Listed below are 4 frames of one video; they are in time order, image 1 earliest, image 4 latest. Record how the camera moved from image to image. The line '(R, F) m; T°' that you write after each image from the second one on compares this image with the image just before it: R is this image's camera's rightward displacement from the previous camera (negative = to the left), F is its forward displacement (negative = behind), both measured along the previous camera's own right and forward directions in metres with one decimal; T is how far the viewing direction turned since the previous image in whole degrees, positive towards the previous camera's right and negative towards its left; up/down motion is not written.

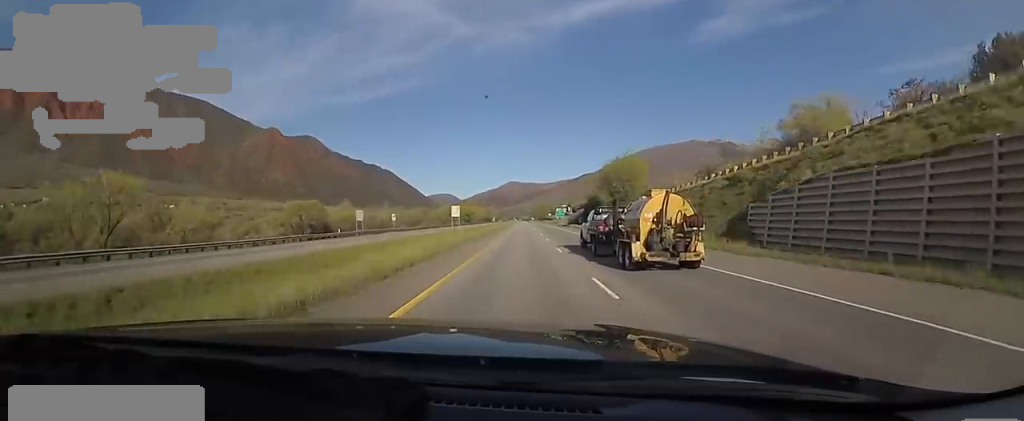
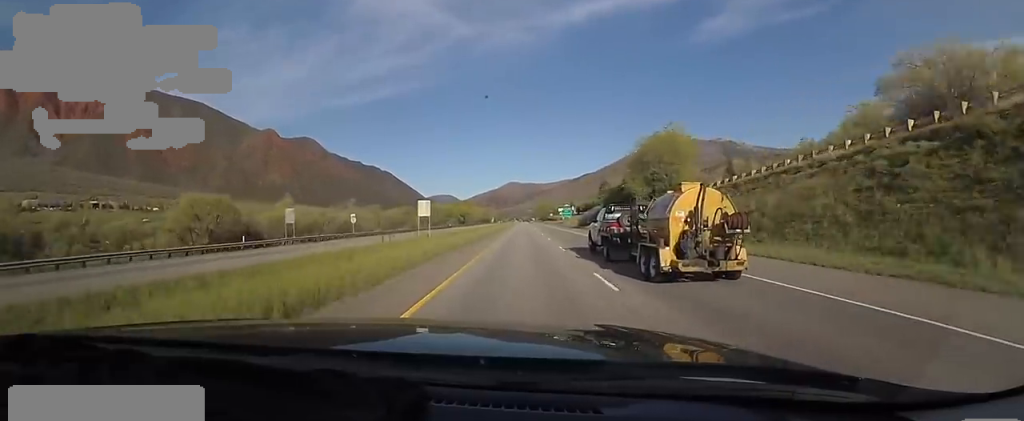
(+0.1, +23.1) m; 0°
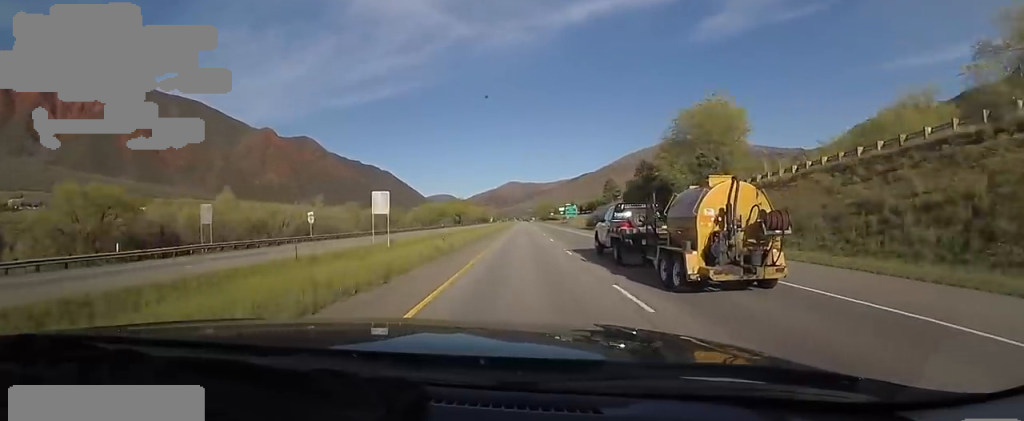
(+0.7, +14.6) m; 0°
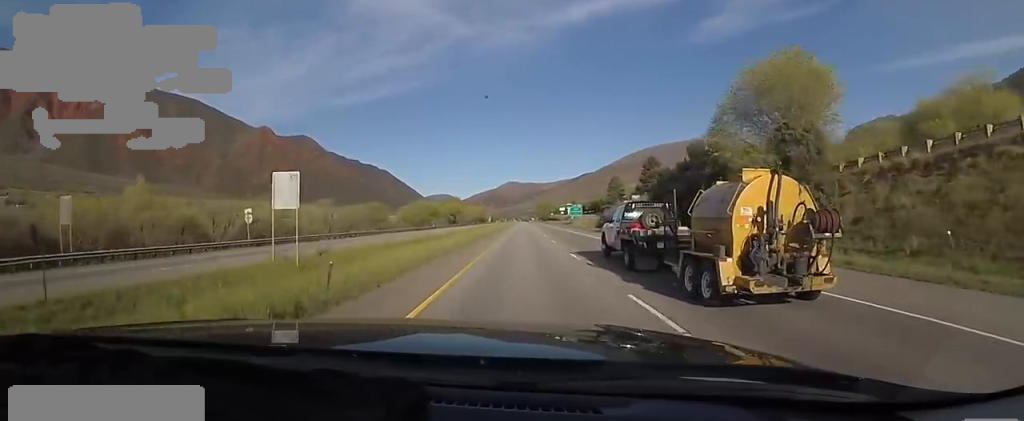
(-0.2, +13.6) m; 0°
